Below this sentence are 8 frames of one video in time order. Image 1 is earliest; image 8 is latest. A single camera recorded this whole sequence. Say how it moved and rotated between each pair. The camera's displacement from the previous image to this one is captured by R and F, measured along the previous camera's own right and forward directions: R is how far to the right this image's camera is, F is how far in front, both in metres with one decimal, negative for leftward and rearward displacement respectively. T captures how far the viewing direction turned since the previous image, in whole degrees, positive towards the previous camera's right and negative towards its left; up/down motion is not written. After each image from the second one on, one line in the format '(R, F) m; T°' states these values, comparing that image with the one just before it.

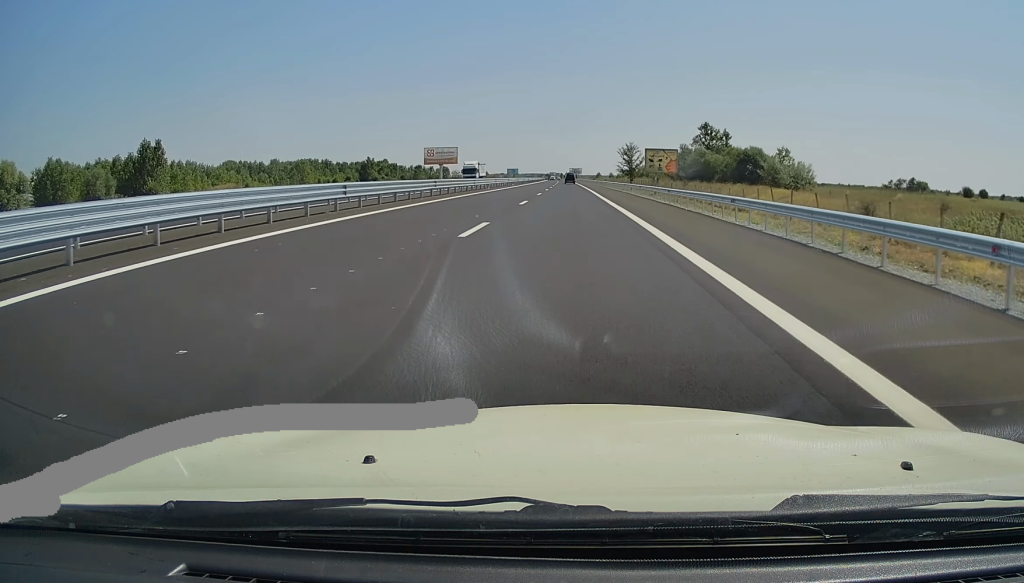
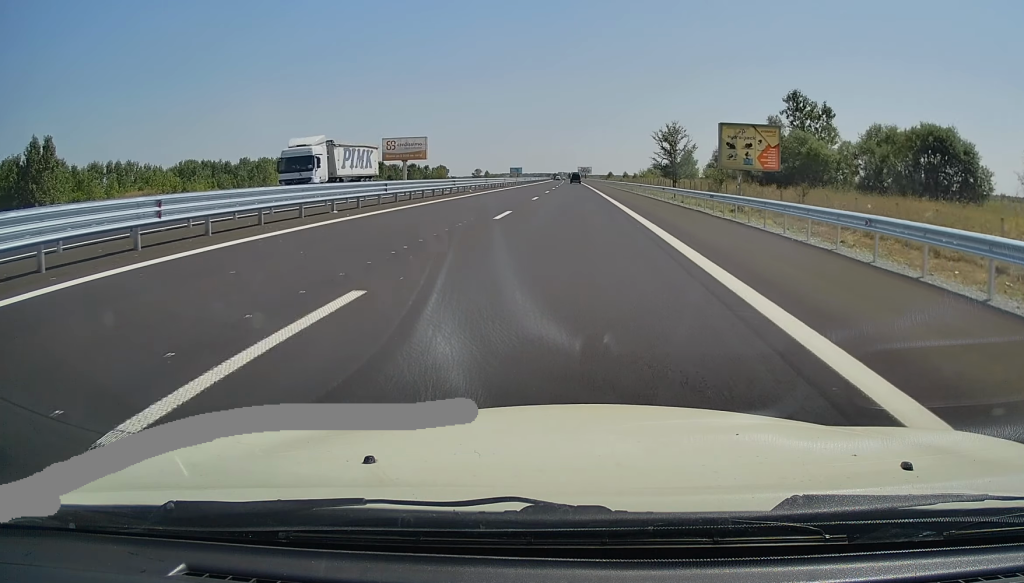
(-0.1, +43.4) m; -1°
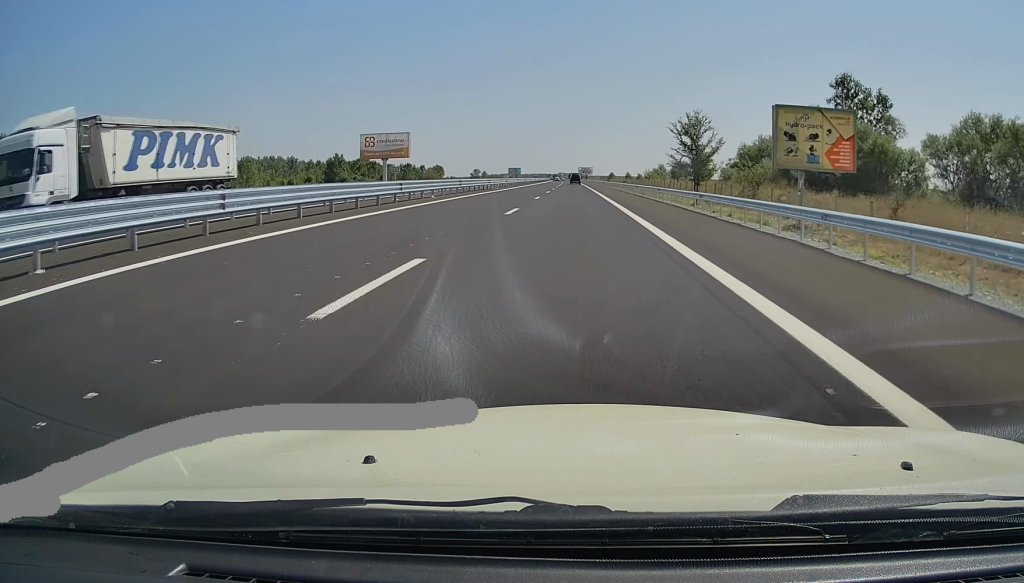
(0.0, +13.4) m; 0°
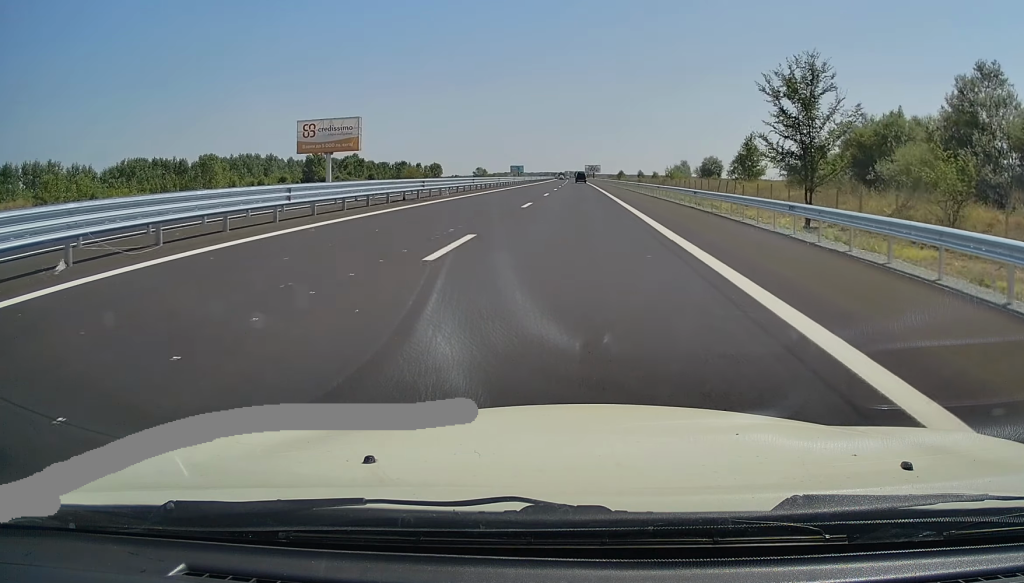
(+0.2, +28.7) m; 0°
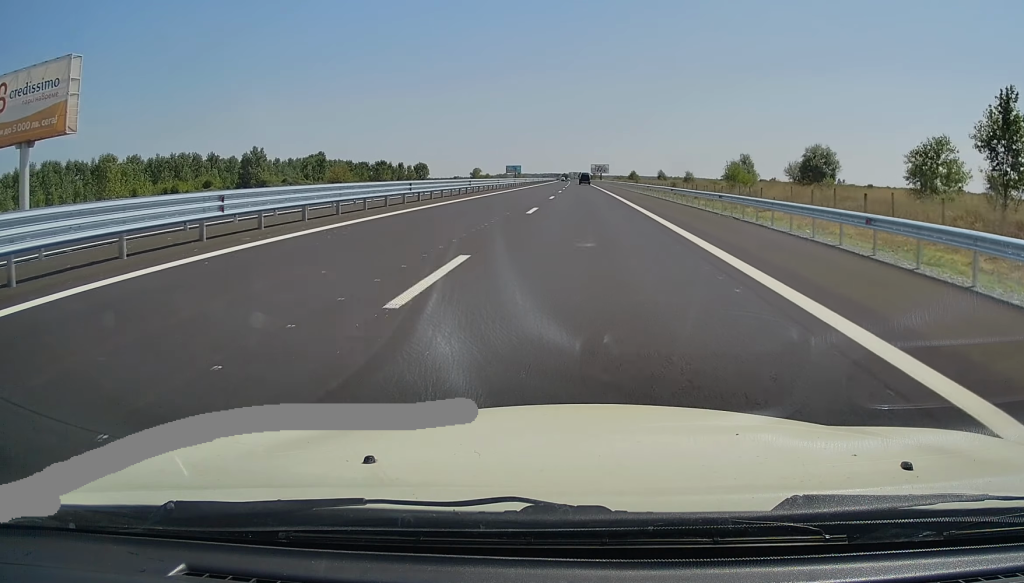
(-0.8, +52.3) m; -1°
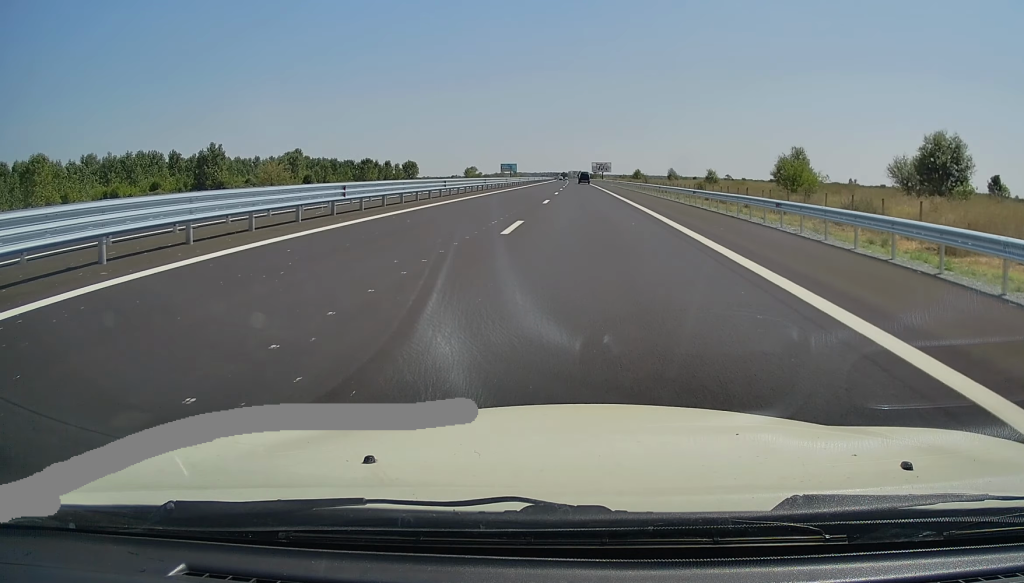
(+0.3, +24.7) m; +1°
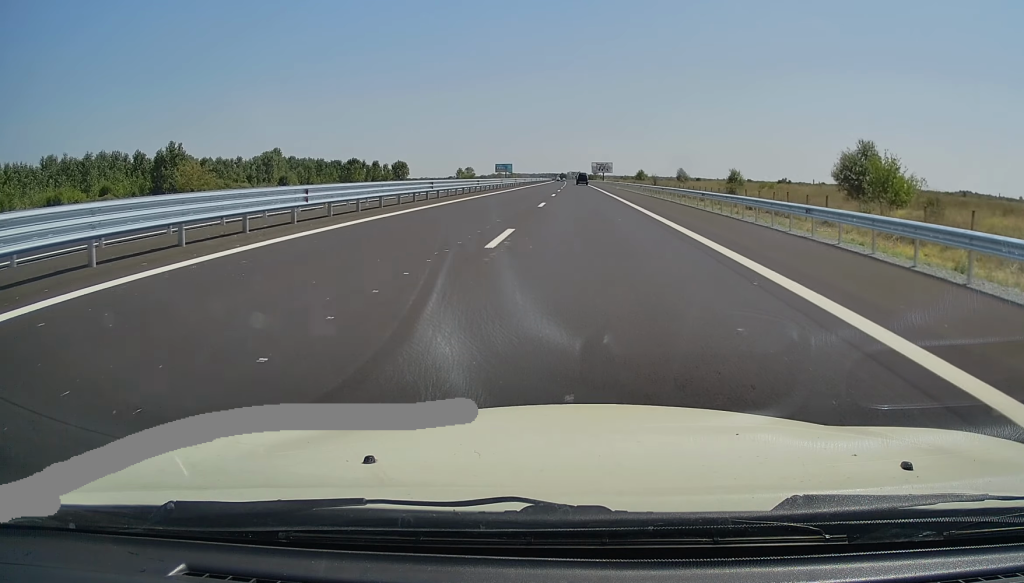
(0.0, +18.9) m; 0°
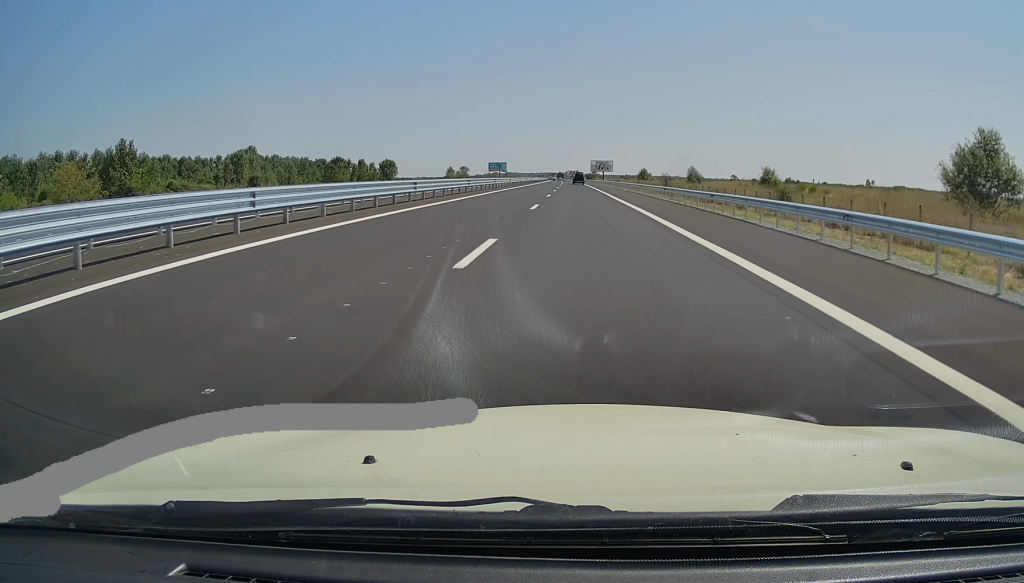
(0.0, +19.0) m; 0°
